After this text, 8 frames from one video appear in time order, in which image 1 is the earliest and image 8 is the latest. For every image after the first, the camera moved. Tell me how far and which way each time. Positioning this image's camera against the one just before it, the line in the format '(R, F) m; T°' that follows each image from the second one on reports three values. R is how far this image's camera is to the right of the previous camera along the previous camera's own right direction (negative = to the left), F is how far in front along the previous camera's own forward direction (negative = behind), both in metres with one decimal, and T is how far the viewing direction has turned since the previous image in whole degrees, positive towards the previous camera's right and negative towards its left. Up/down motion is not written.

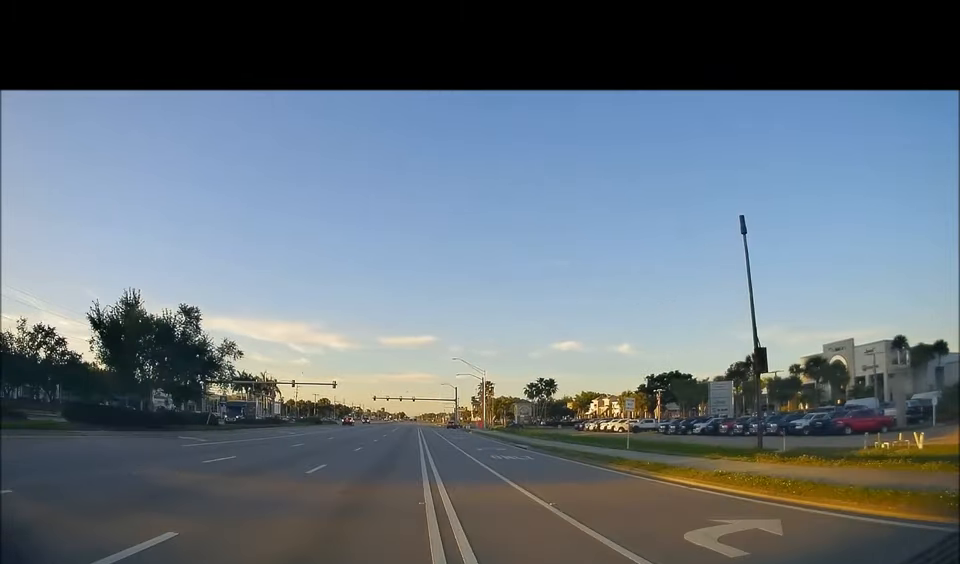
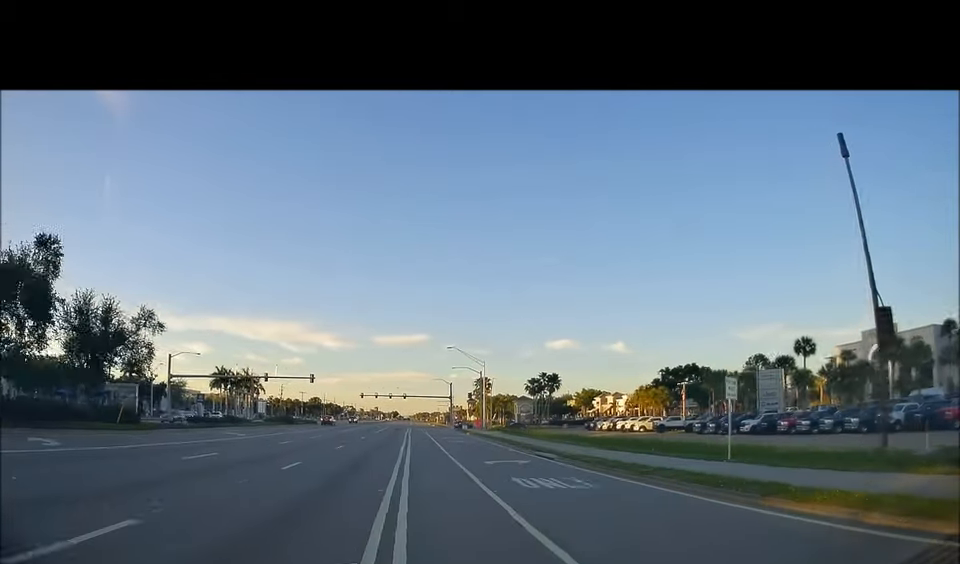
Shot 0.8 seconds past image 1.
(0.0, +12.0) m; +2°
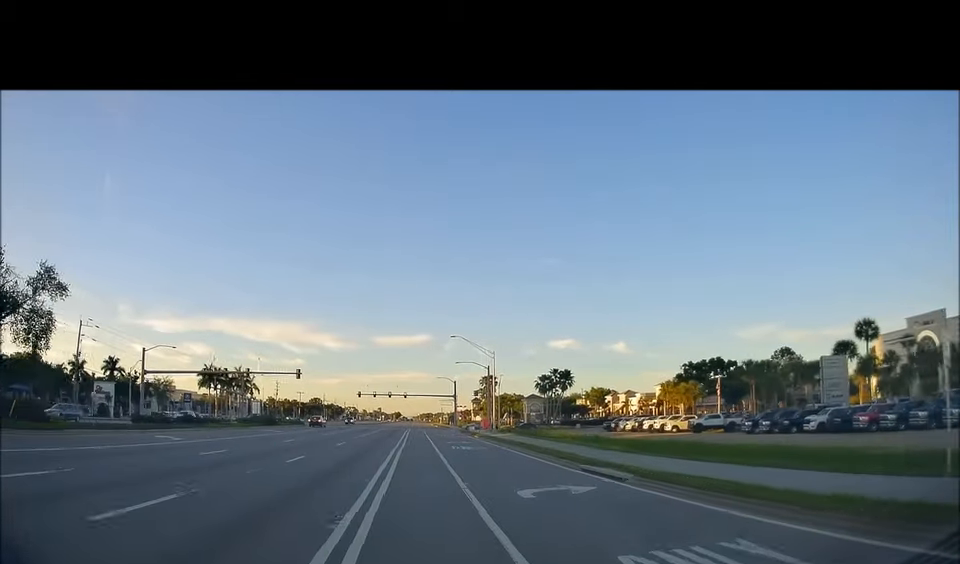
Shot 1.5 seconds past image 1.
(+0.3, +9.7) m; +2°
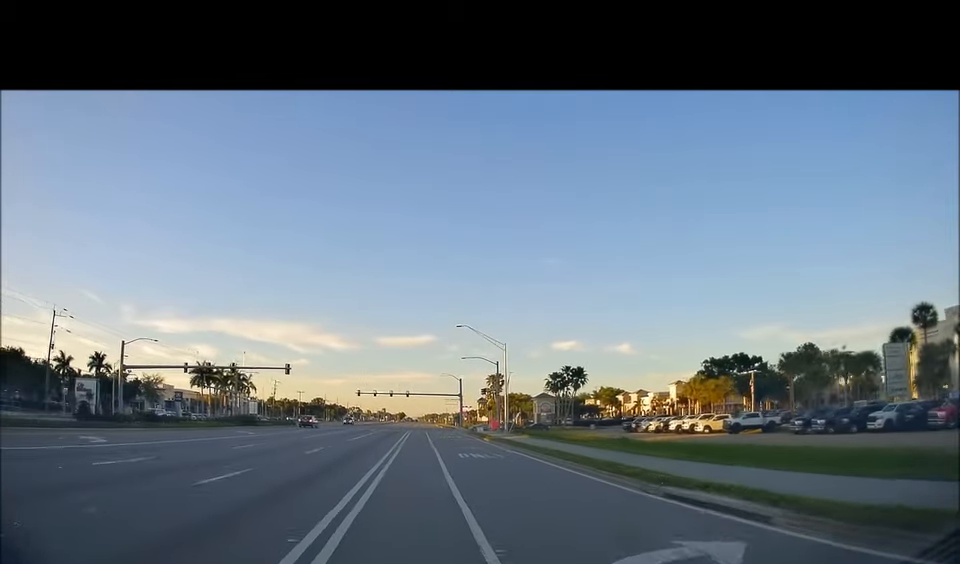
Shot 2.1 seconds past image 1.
(+0.1, +7.3) m; +1°
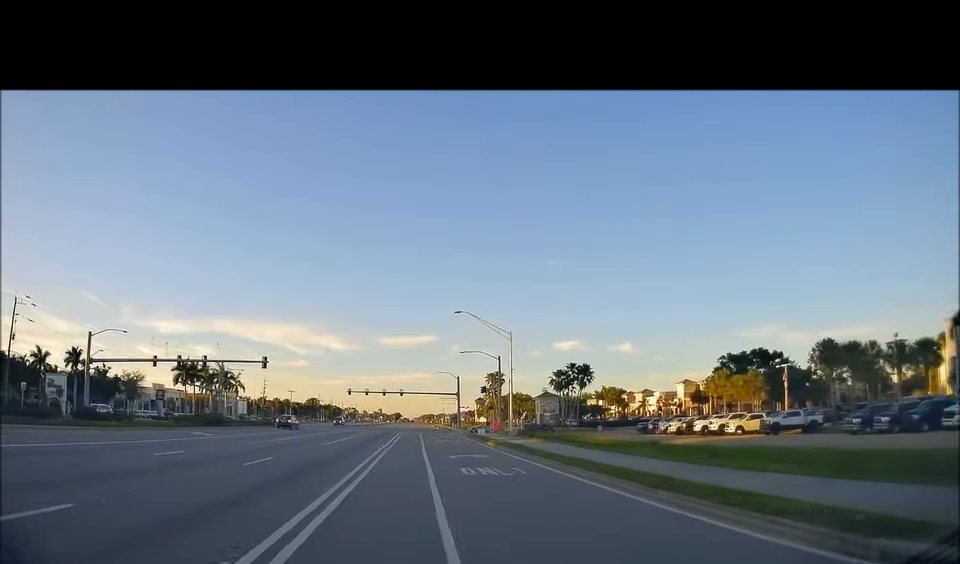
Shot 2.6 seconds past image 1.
(+0.1, +7.6) m; -1°
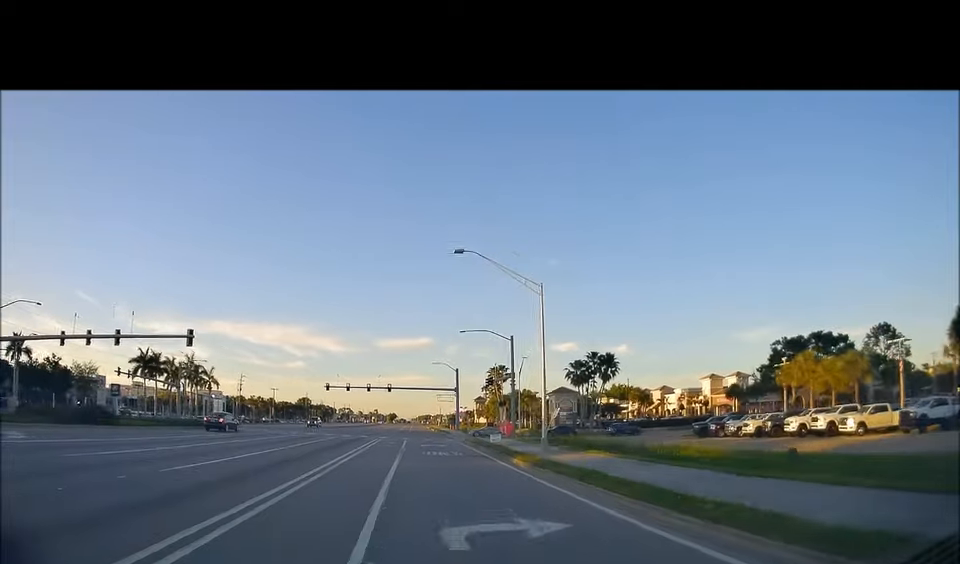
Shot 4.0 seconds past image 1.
(-0.5, +17.7) m; -3°
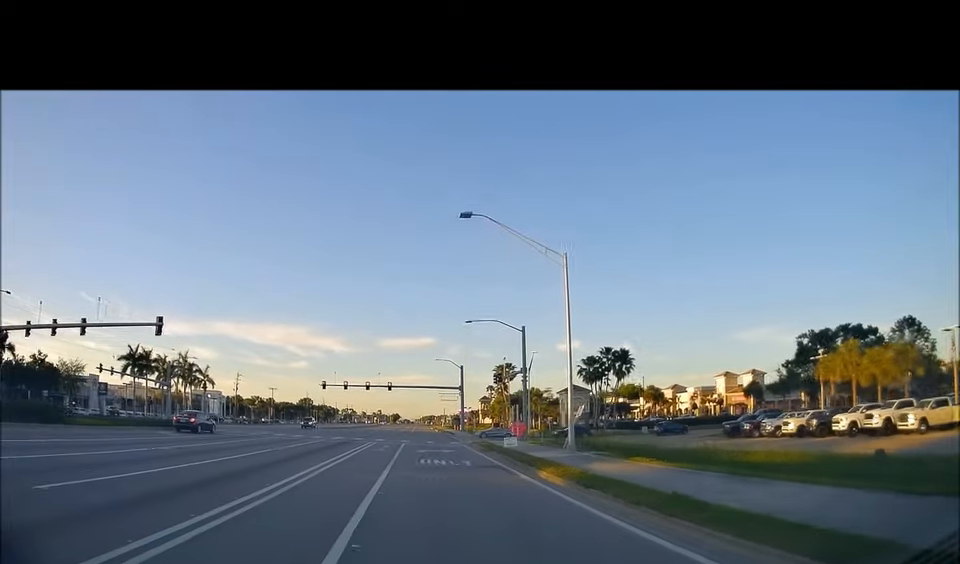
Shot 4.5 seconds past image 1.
(0.0, +5.5) m; 0°
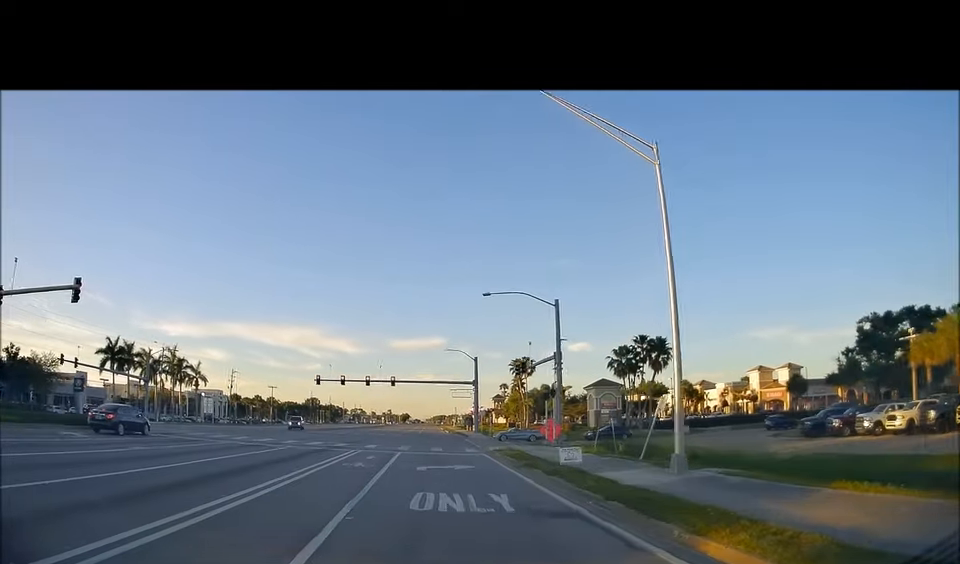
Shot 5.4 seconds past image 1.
(0.0, +10.7) m; 0°
